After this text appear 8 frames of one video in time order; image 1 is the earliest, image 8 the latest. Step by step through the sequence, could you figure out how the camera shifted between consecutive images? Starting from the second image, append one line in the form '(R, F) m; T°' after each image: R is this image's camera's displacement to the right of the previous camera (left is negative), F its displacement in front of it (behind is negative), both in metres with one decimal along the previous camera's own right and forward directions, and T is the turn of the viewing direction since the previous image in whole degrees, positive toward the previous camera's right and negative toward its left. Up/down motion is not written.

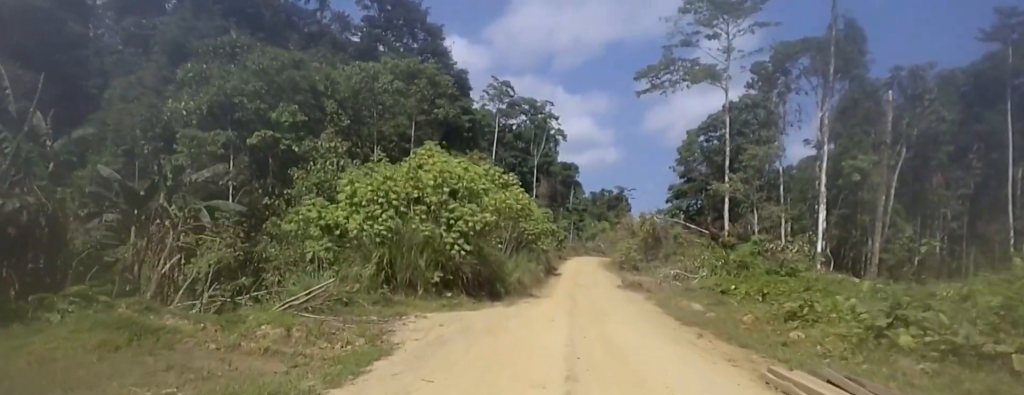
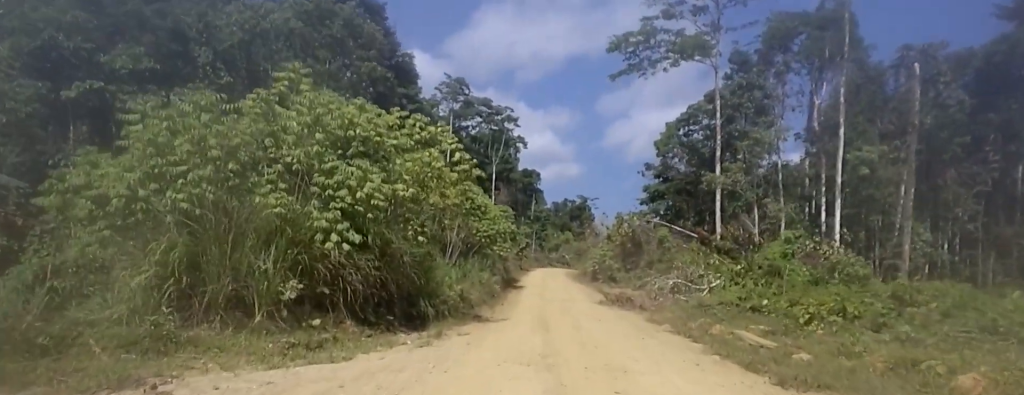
(+0.7, +10.5) m; +13°
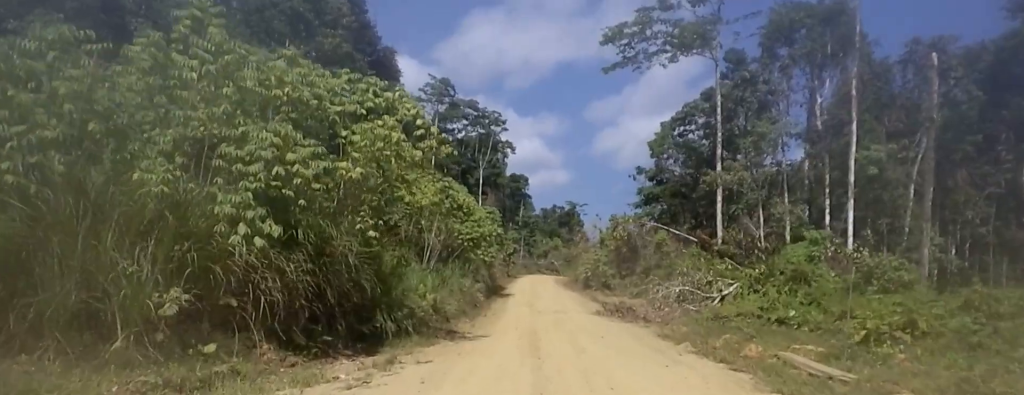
(+0.8, +3.7) m; 0°
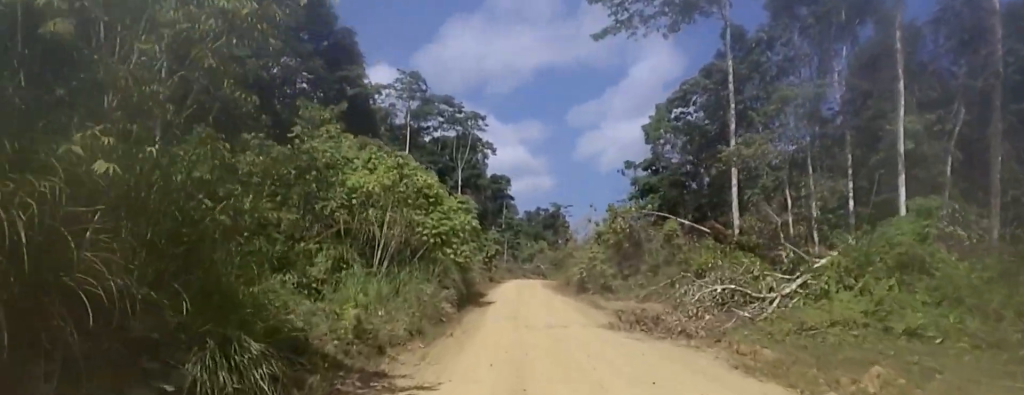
(-1.0, +7.4) m; -12°
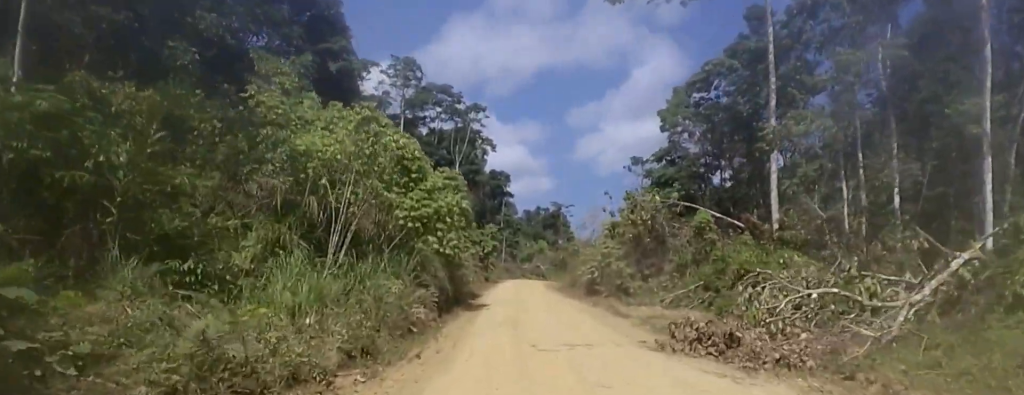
(-0.2, +6.3) m; -2°
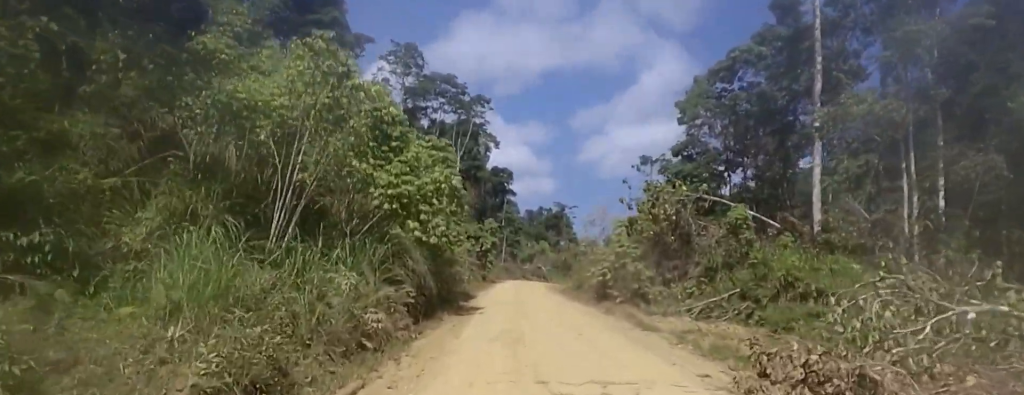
(0.0, +4.9) m; 0°
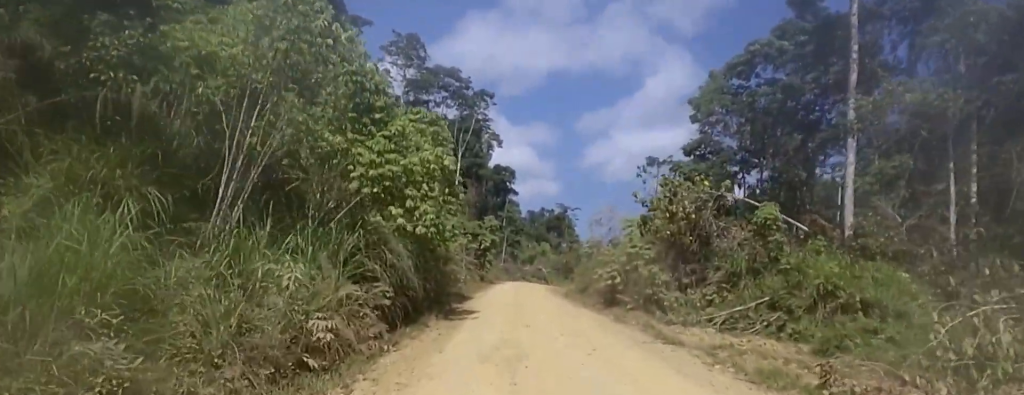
(0.0, +3.0) m; 0°
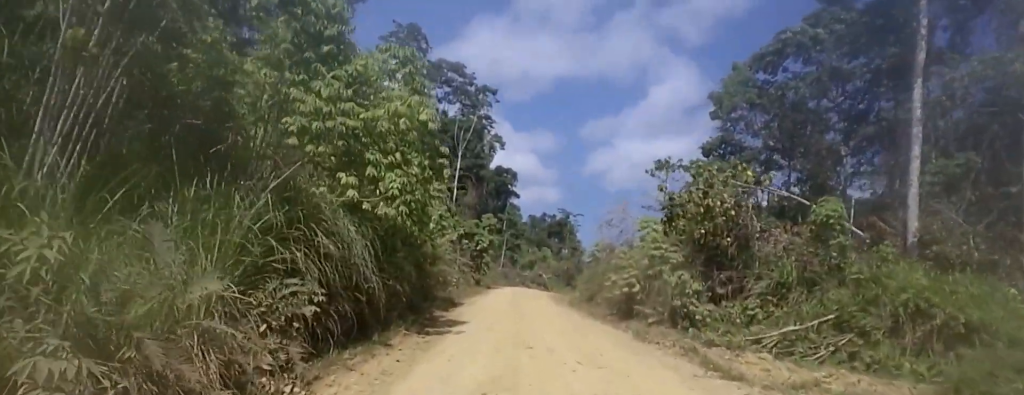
(0.0, +4.7) m; 0°
